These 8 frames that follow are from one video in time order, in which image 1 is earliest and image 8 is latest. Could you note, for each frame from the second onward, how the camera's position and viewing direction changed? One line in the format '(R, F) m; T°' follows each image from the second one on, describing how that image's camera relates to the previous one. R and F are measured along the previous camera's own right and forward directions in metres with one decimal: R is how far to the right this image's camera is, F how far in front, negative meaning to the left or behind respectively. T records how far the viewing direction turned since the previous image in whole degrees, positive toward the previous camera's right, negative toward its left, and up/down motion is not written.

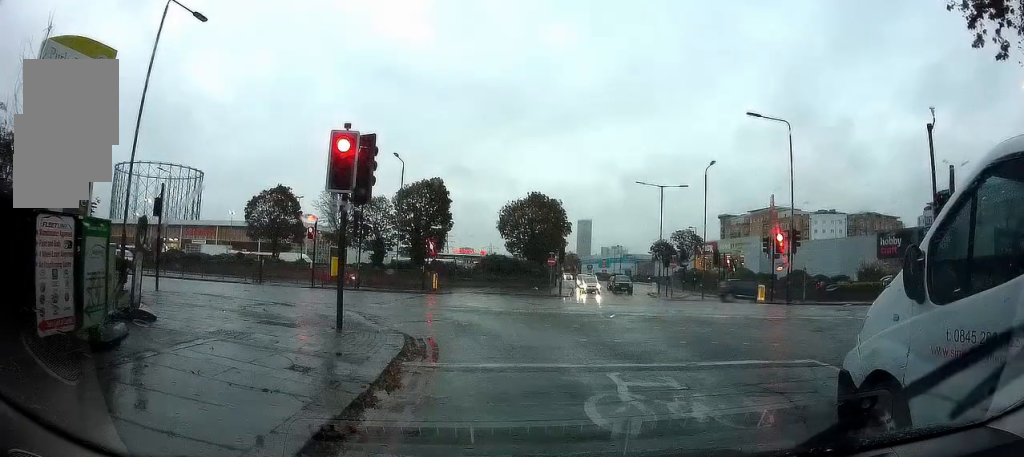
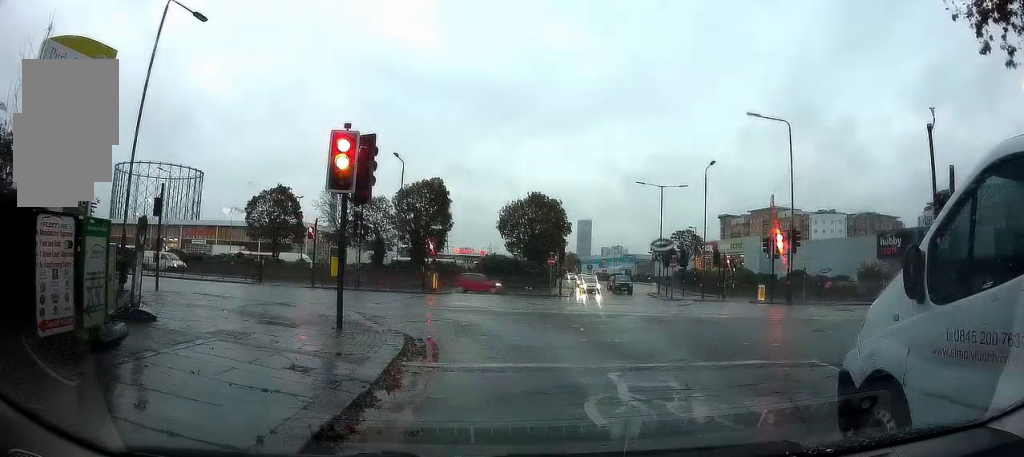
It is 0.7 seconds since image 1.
(0.0, 0.0) m; 0°
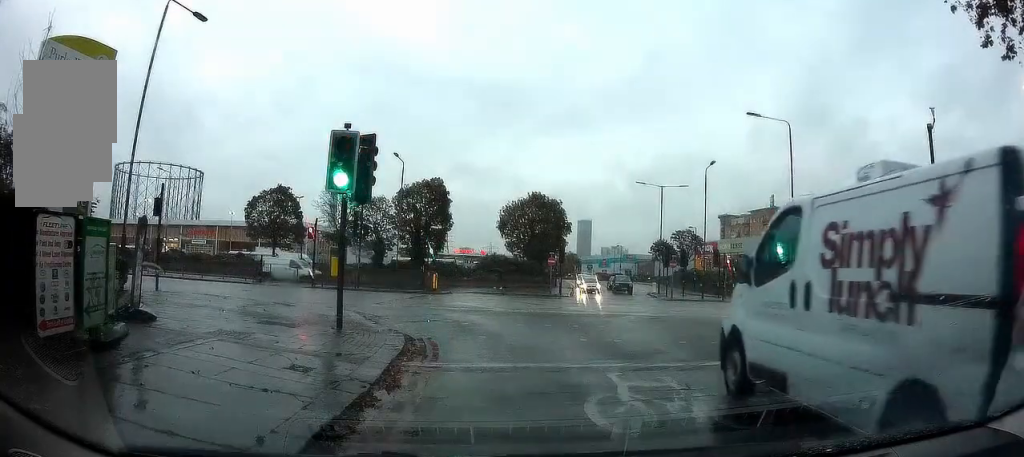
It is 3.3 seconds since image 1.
(0.0, 0.0) m; 0°
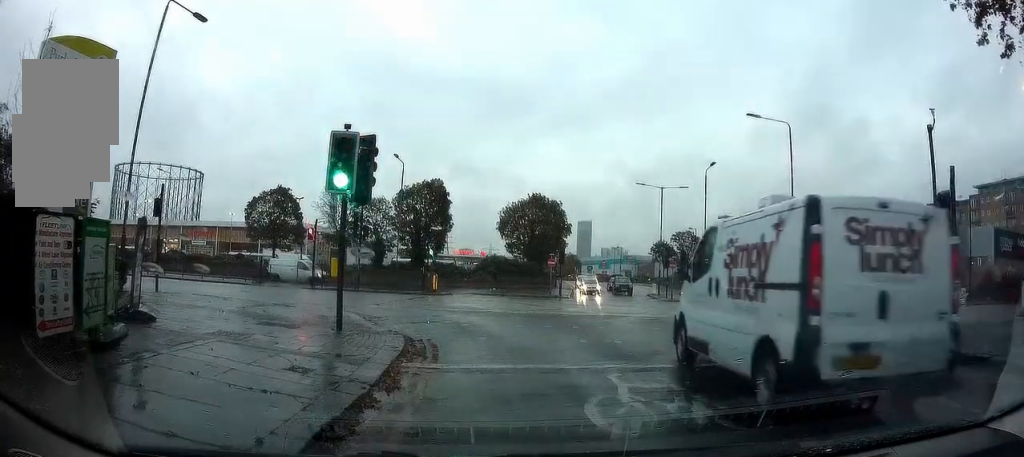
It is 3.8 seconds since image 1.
(0.0, 0.0) m; 0°
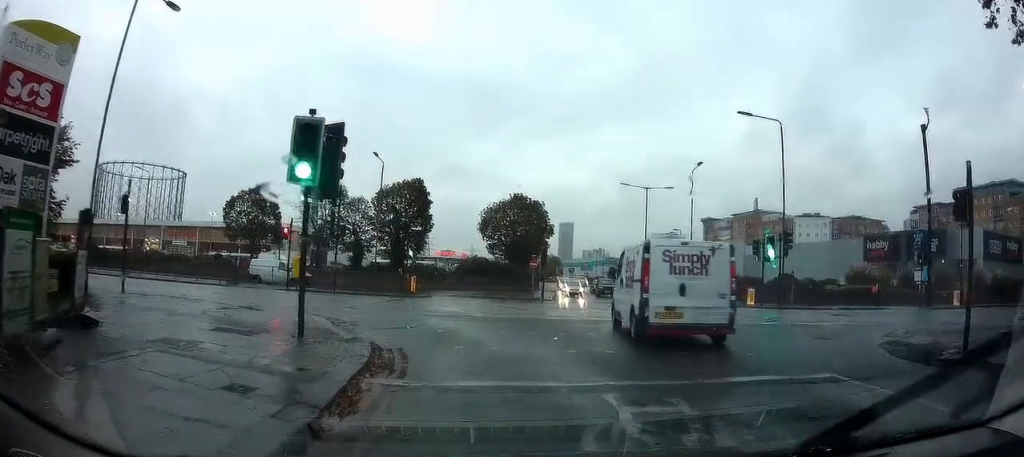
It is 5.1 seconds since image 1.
(-0.3, +0.5) m; 0°
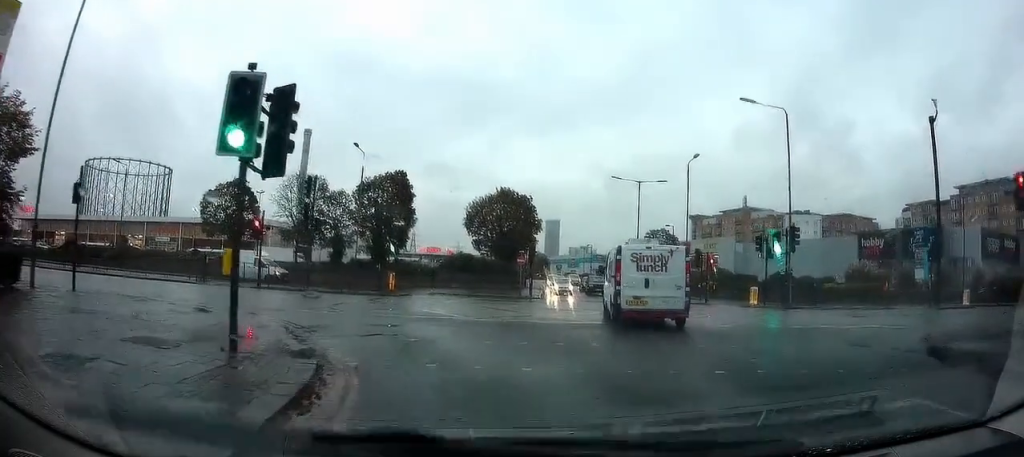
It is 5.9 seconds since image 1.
(0.0, +1.0) m; 0°
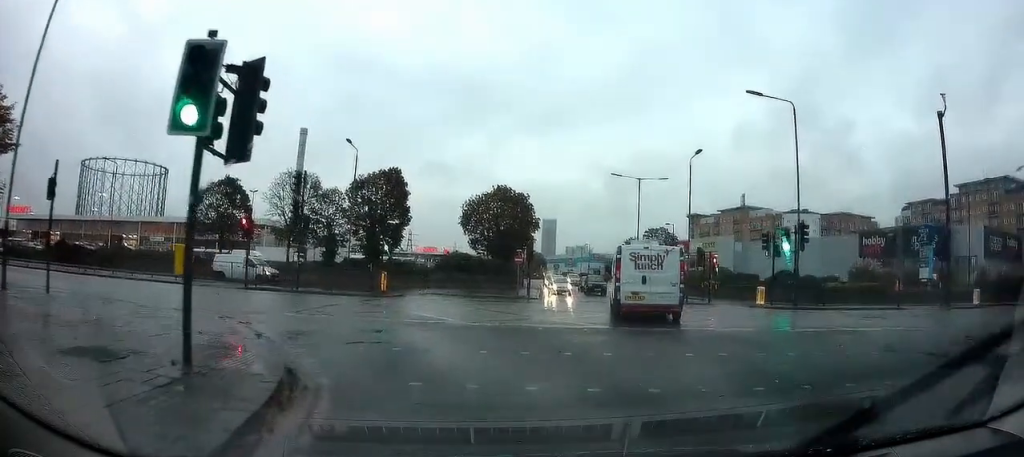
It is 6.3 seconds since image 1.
(+0.1, +0.7) m; 0°
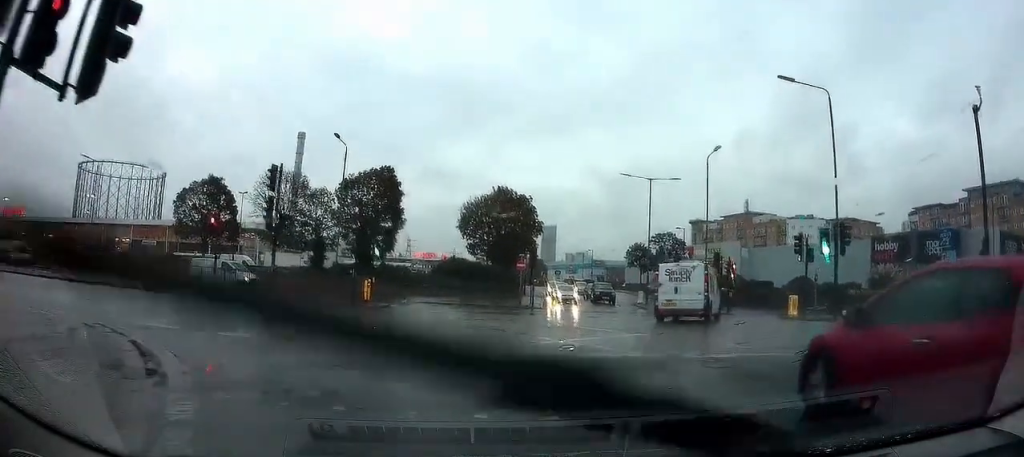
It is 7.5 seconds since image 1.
(-0.2, +2.9) m; +1°
